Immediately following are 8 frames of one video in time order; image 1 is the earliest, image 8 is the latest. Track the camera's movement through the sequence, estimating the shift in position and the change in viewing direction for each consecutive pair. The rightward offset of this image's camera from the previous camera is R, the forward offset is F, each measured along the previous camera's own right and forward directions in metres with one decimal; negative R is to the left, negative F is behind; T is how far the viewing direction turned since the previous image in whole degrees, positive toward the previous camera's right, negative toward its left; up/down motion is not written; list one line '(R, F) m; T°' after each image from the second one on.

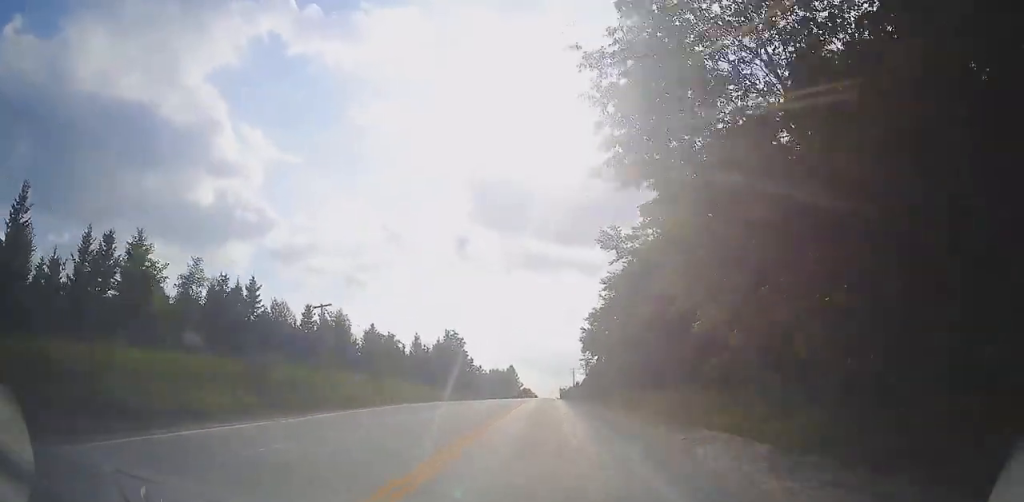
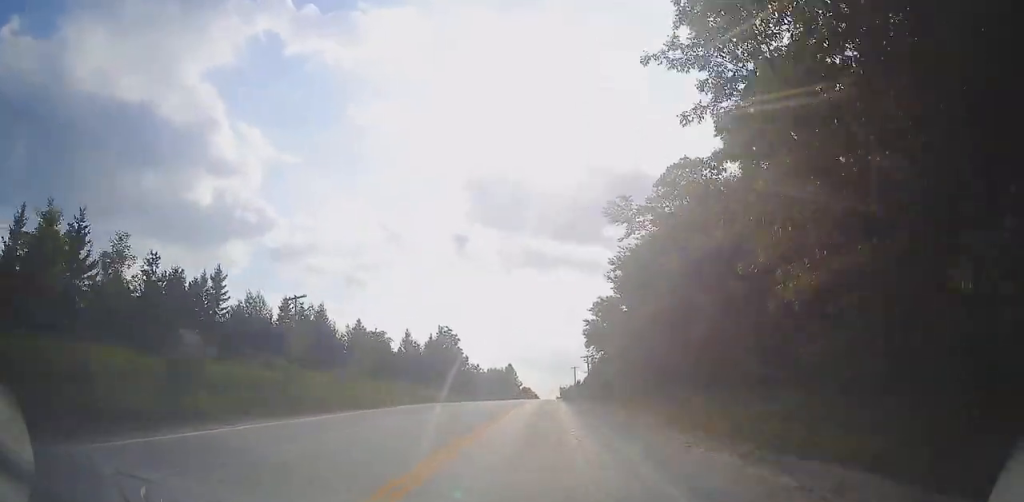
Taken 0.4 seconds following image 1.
(+0.1, +6.3) m; -1°
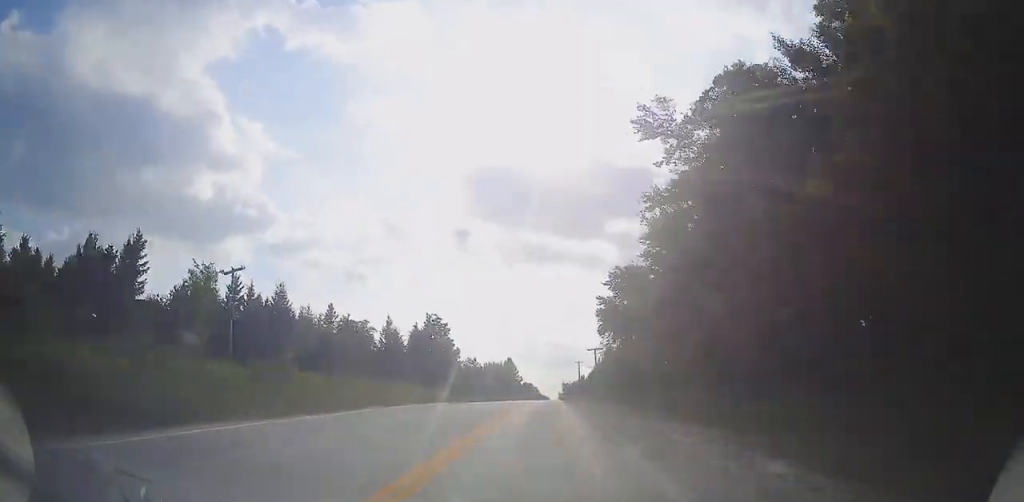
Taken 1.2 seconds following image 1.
(-0.1, +12.1) m; -1°
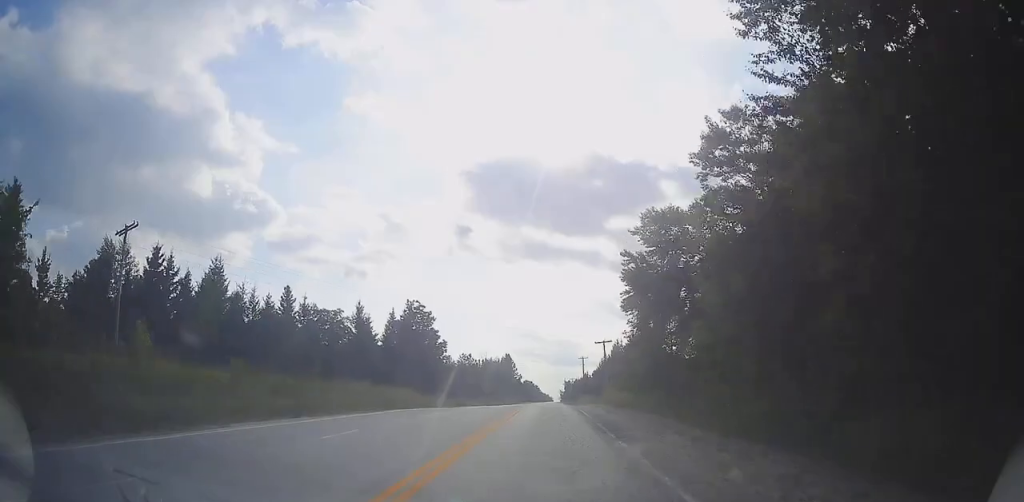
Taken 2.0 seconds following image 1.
(-0.3, +13.1) m; -1°
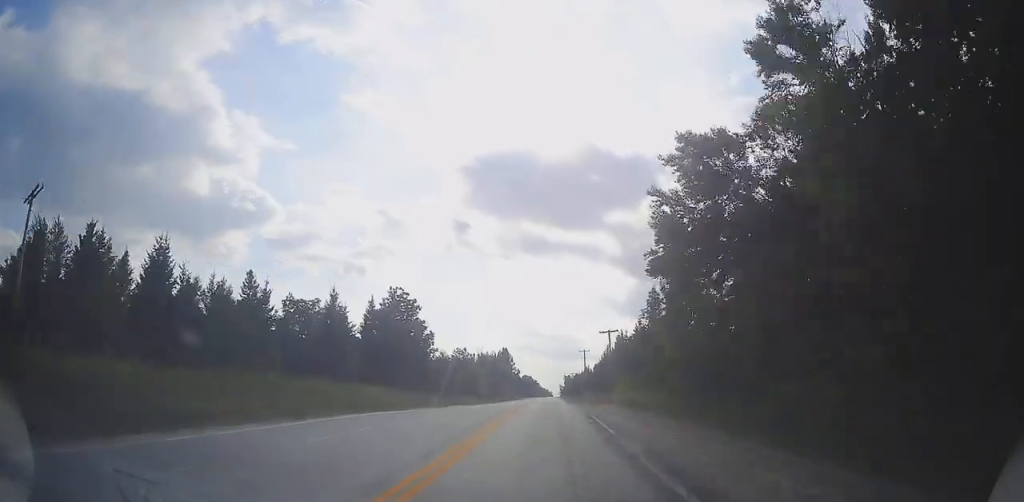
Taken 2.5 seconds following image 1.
(0.0, +7.9) m; 0°
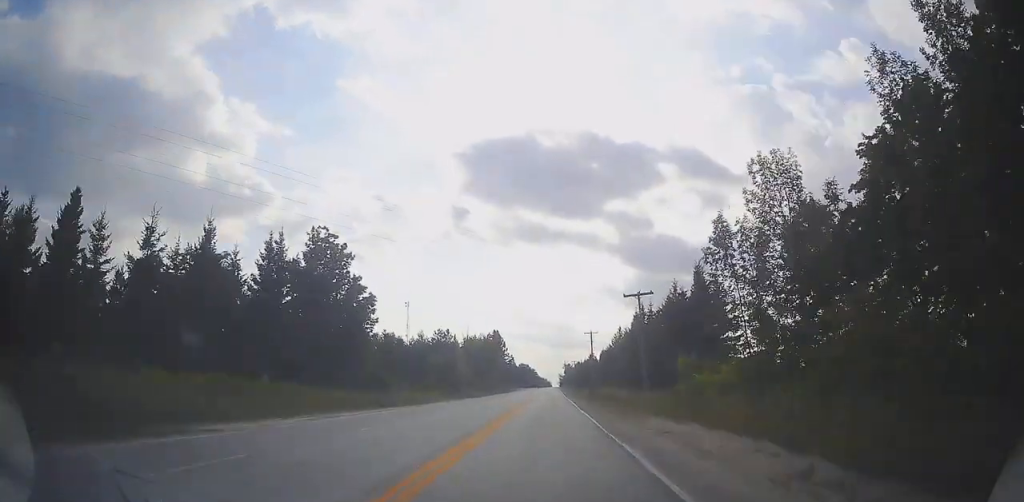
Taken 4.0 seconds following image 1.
(+0.3, +24.4) m; +1°
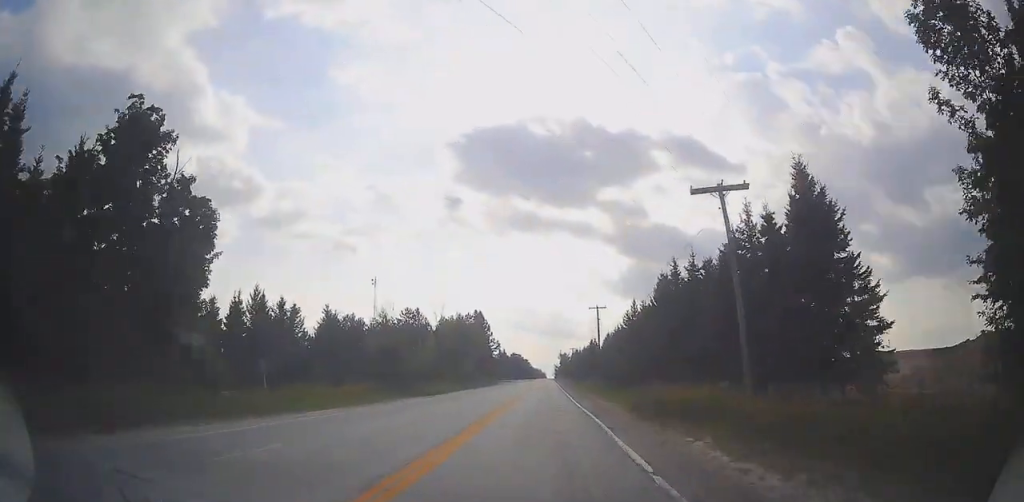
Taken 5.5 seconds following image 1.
(0.0, +24.7) m; +1°
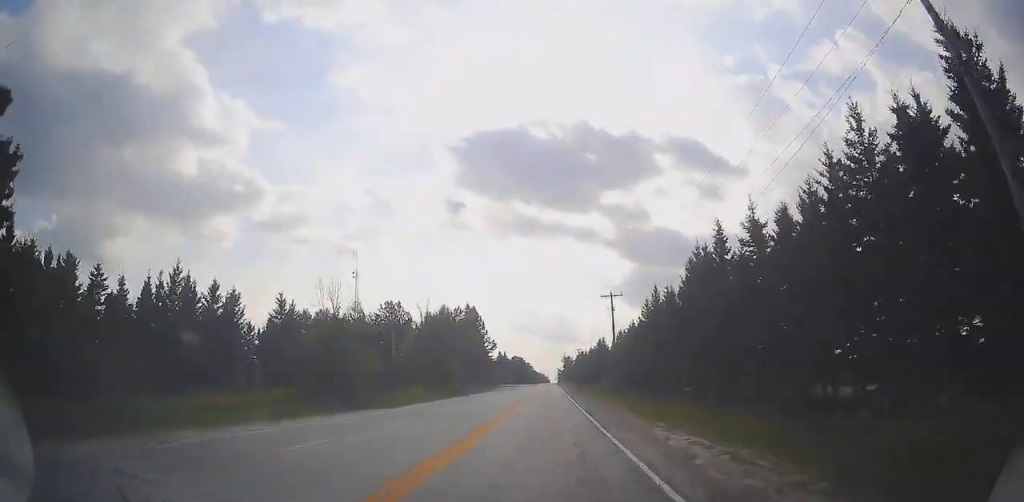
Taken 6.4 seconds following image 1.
(+0.3, +14.6) m; +1°
